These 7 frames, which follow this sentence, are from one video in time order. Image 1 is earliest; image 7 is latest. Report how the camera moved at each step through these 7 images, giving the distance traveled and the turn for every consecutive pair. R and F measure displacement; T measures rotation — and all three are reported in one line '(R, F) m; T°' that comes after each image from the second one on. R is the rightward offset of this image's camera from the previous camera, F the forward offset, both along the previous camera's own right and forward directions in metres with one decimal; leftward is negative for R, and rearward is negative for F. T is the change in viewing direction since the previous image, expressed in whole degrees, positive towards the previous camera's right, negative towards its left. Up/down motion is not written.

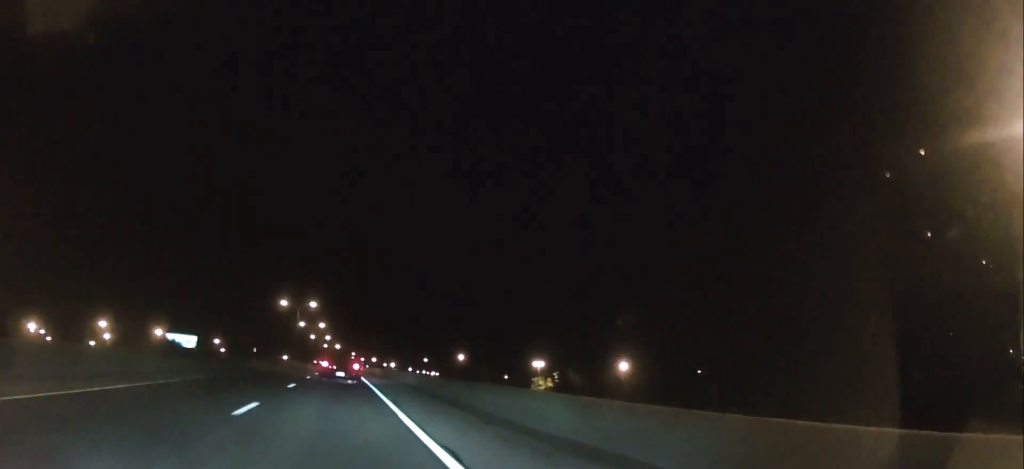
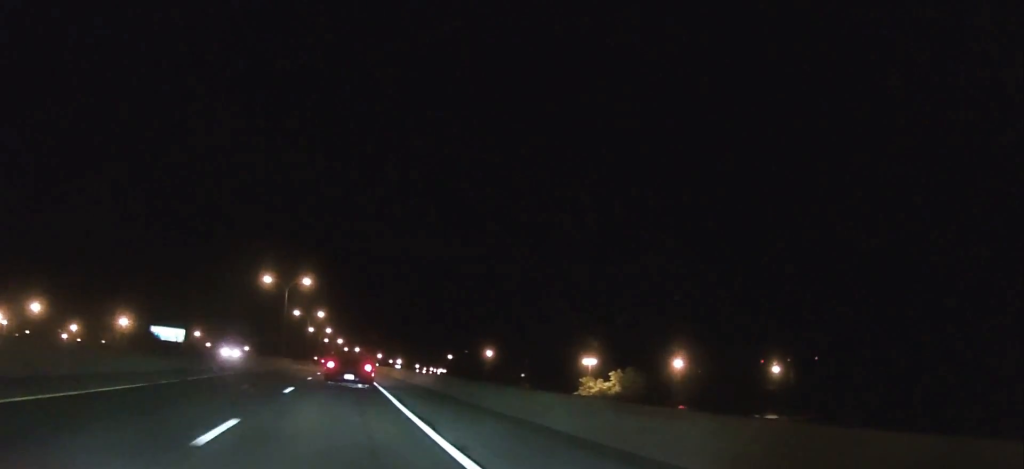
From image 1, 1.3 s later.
(-0.1, +28.8) m; 0°
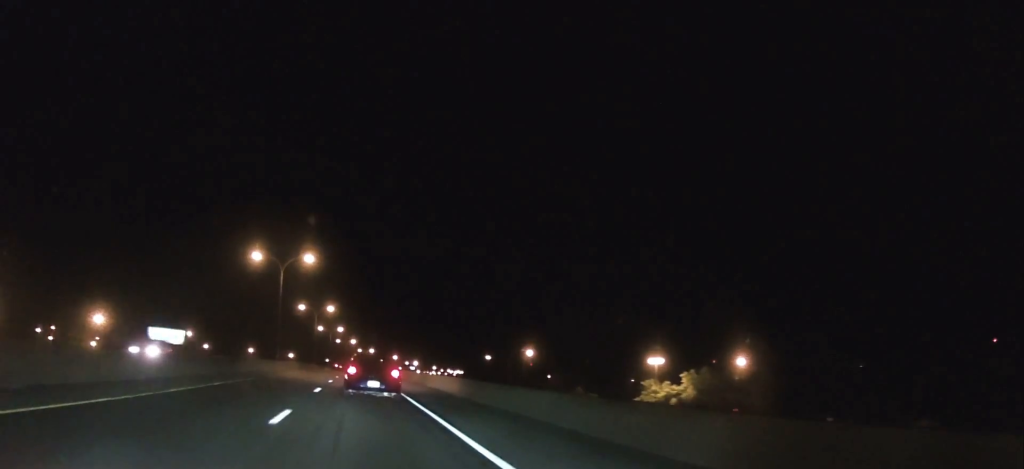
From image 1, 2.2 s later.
(0.0, +21.0) m; -2°
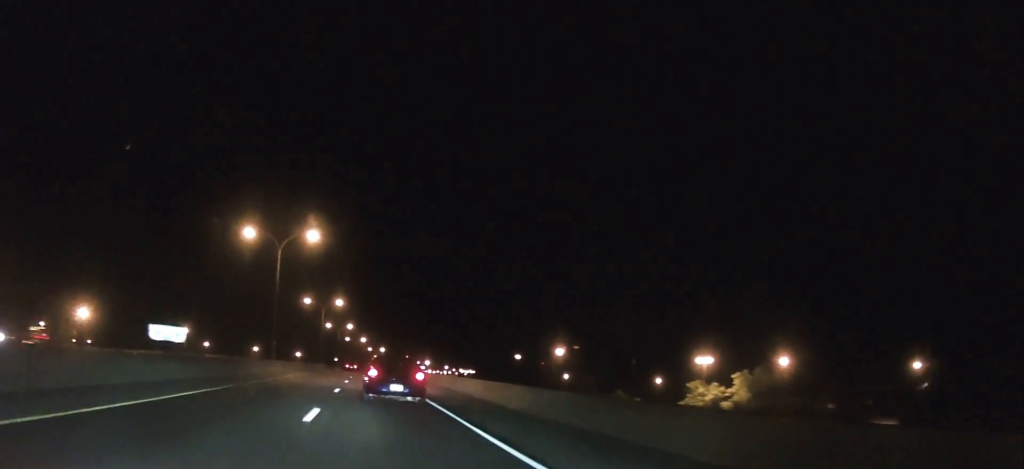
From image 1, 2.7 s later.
(0.0, +11.2) m; -1°
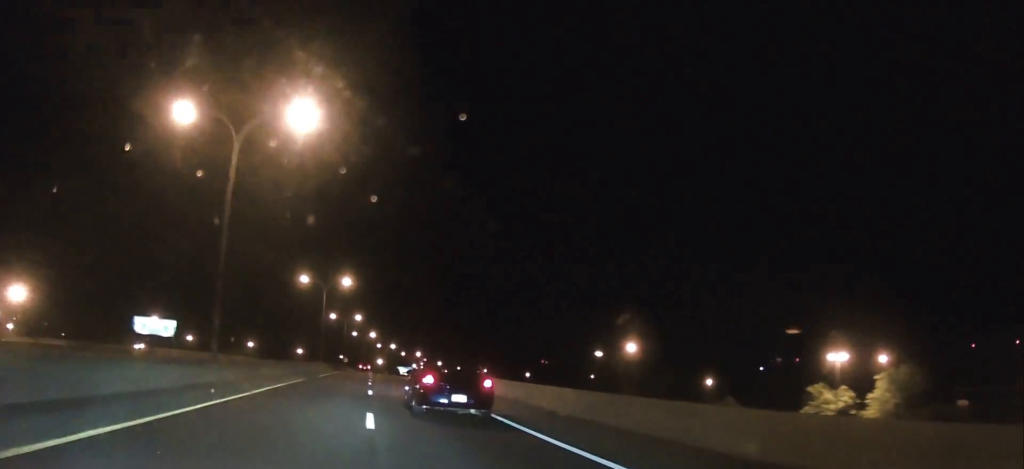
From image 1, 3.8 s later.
(-0.5, +24.9) m; 0°
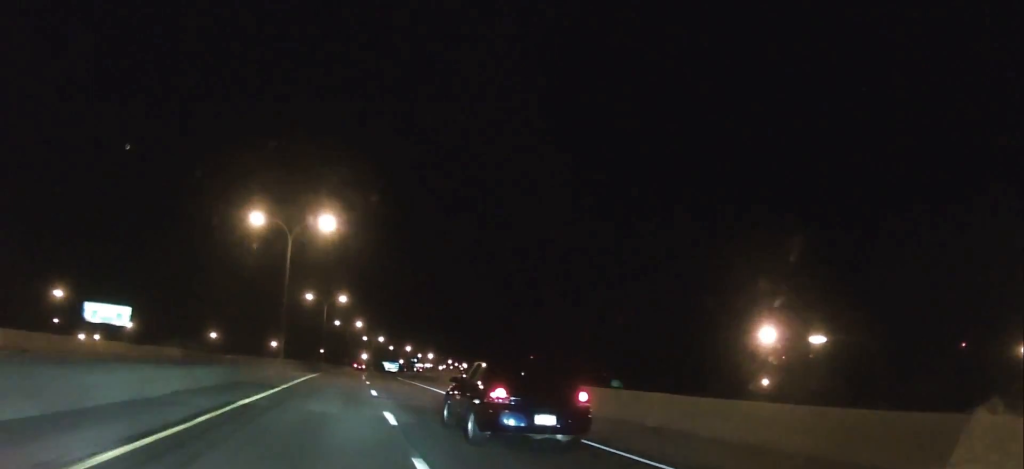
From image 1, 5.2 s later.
(+0.3, +31.2) m; 0°
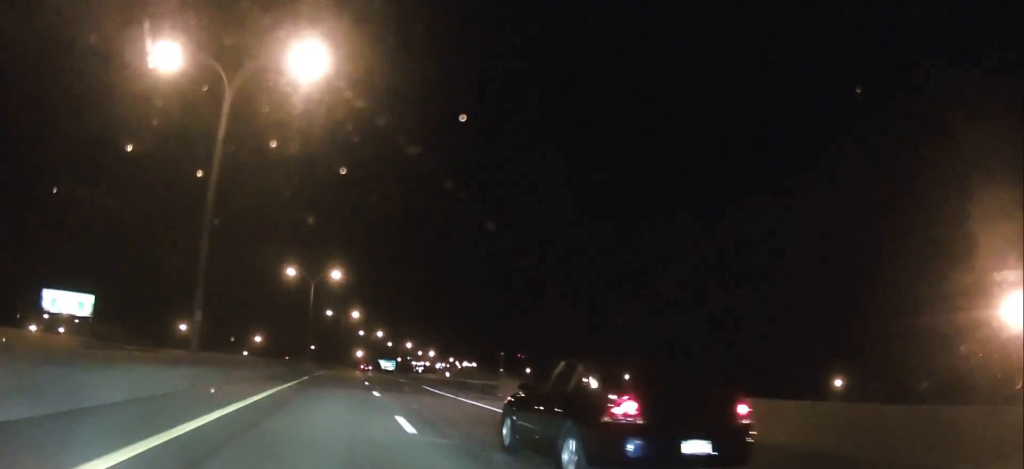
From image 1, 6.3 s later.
(+0.3, +25.1) m; +1°
